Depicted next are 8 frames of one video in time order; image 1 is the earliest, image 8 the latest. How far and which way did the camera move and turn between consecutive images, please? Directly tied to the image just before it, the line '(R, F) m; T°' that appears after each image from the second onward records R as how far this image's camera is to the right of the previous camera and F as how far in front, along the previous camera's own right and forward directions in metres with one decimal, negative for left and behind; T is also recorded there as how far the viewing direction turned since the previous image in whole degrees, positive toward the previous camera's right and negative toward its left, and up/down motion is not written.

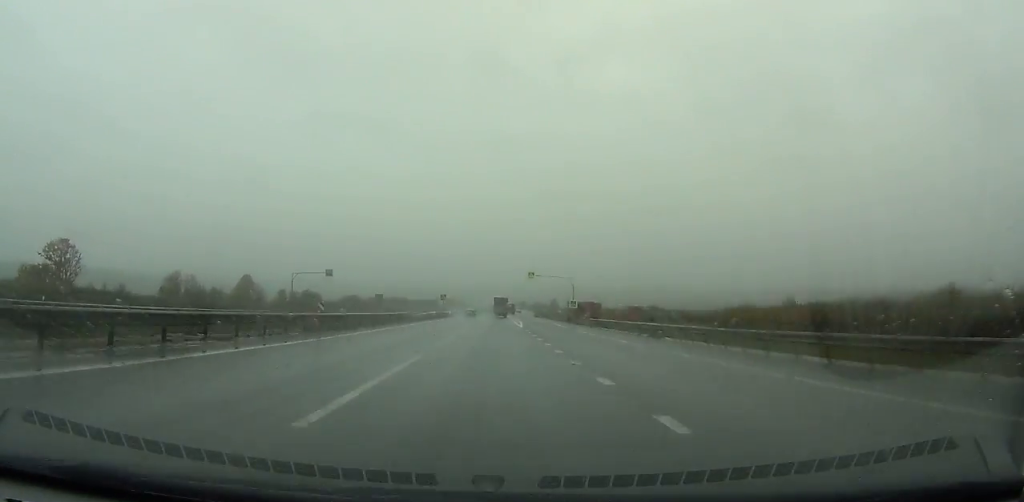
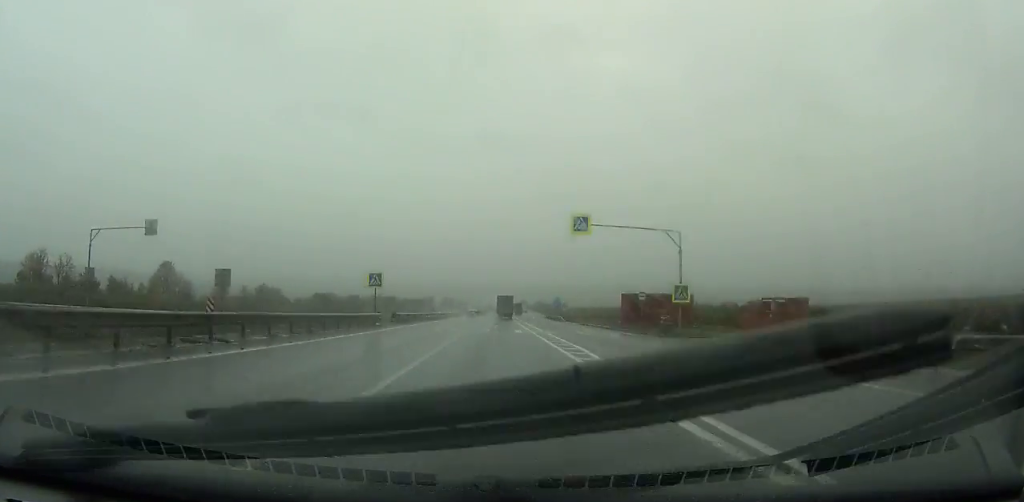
(0.0, +50.4) m; 0°
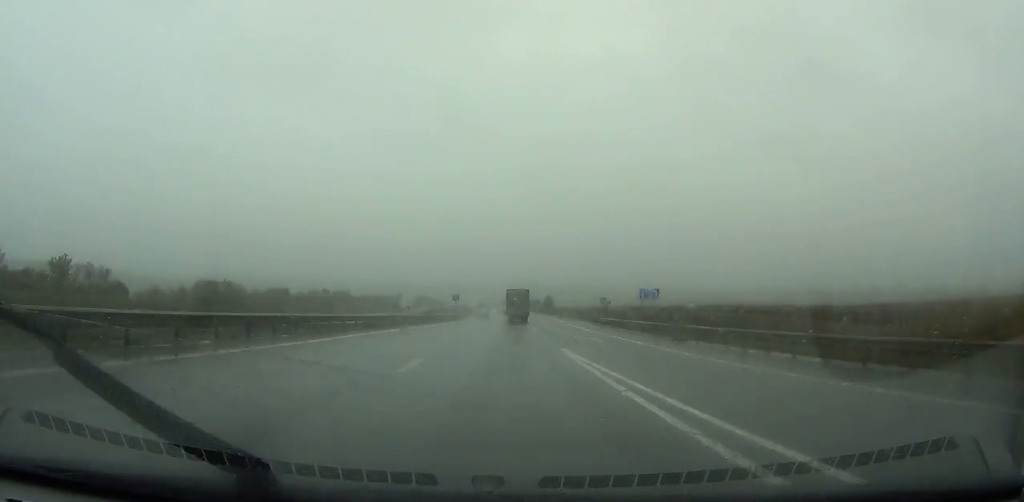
(+1.0, +100.2) m; +1°
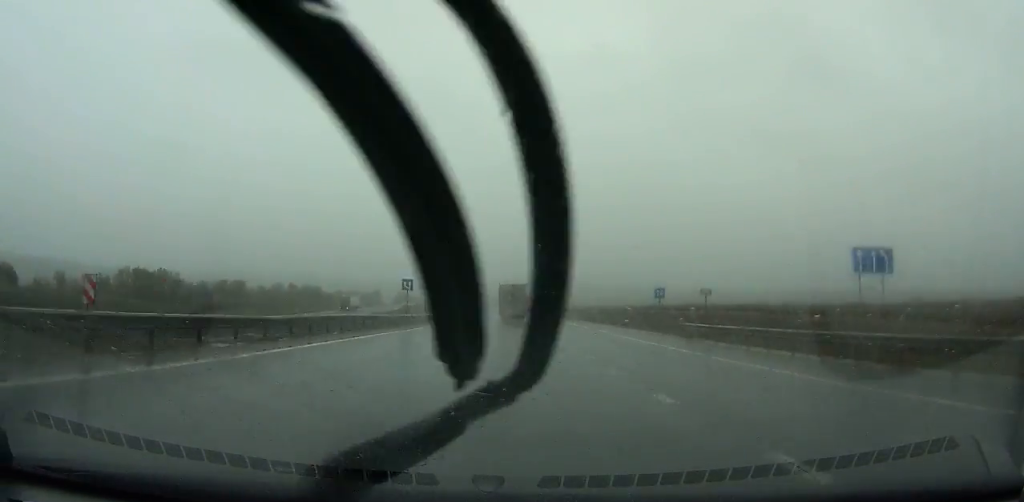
(+0.4, +35.3) m; +1°
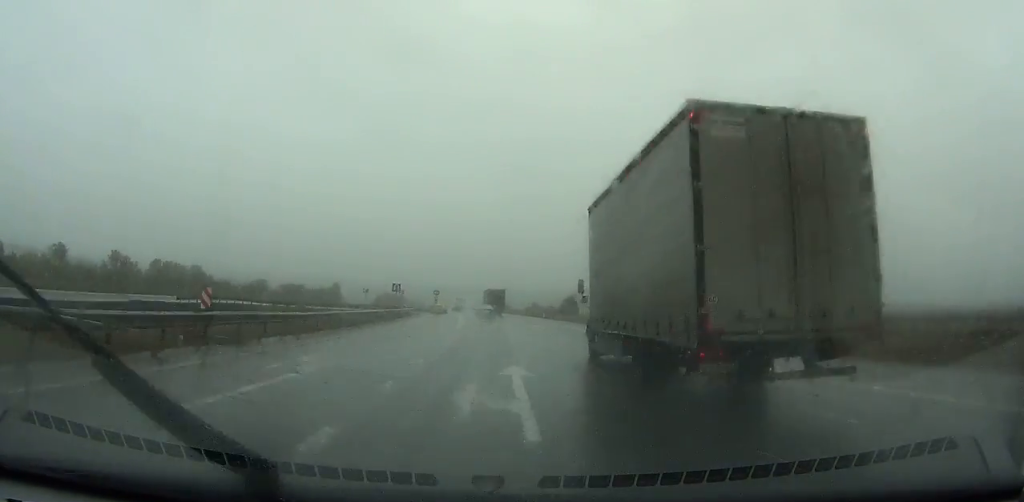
(+1.2, +158.3) m; -1°
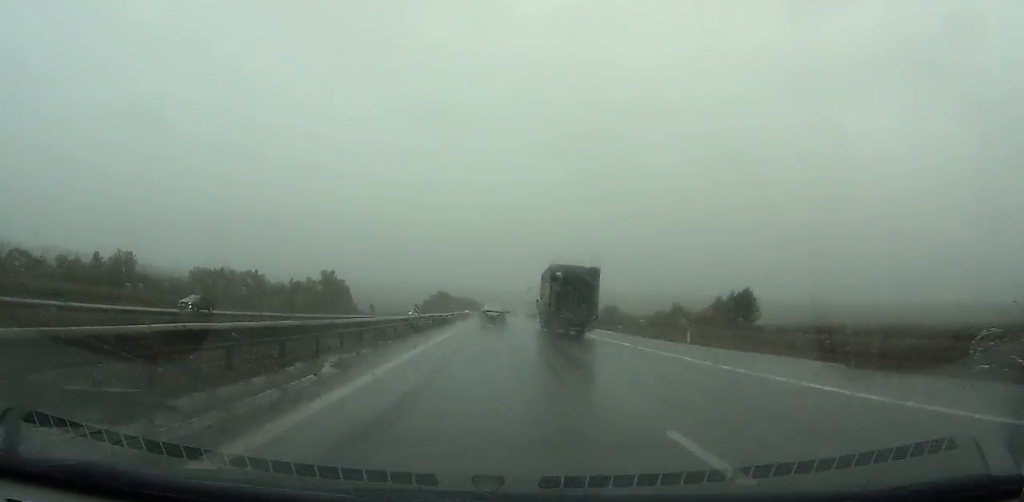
(-7.3, +149.8) m; -5°
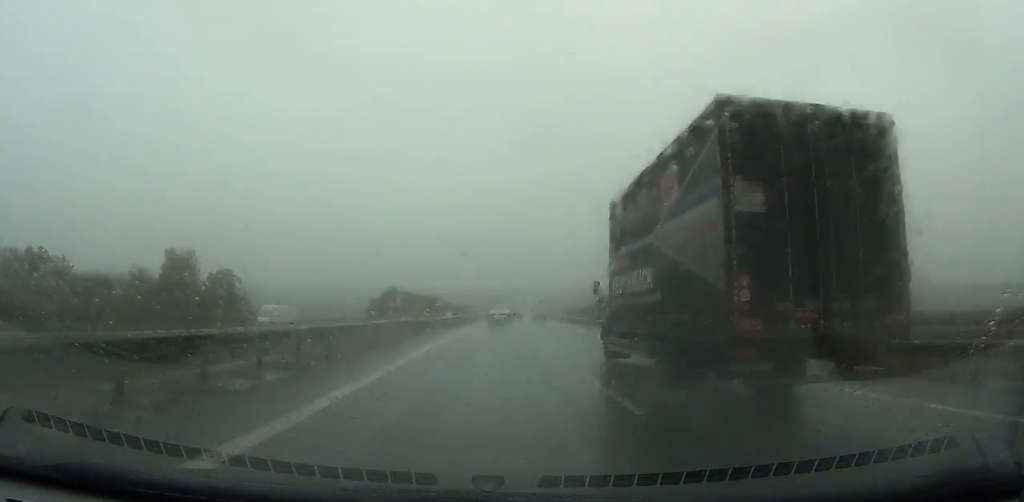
(-1.0, +82.1) m; 0°
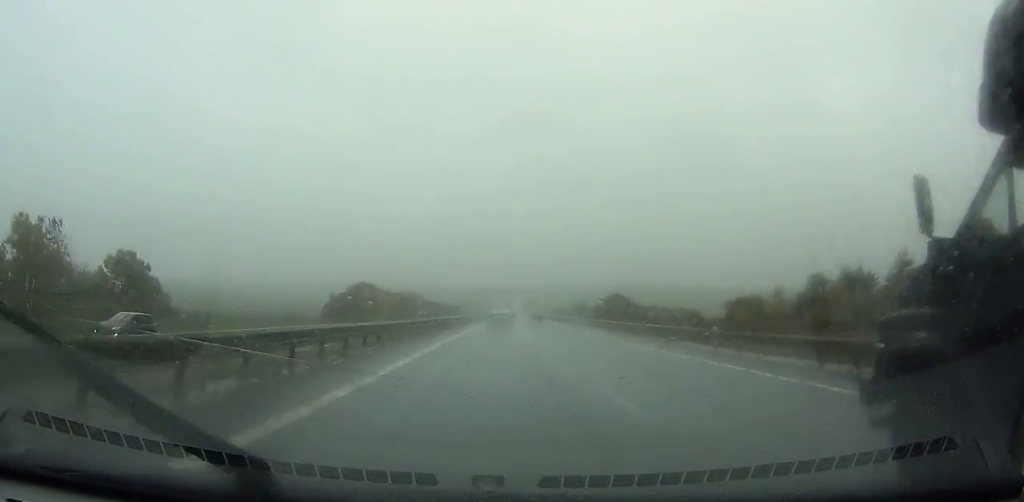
(+0.6, +36.6) m; +1°
